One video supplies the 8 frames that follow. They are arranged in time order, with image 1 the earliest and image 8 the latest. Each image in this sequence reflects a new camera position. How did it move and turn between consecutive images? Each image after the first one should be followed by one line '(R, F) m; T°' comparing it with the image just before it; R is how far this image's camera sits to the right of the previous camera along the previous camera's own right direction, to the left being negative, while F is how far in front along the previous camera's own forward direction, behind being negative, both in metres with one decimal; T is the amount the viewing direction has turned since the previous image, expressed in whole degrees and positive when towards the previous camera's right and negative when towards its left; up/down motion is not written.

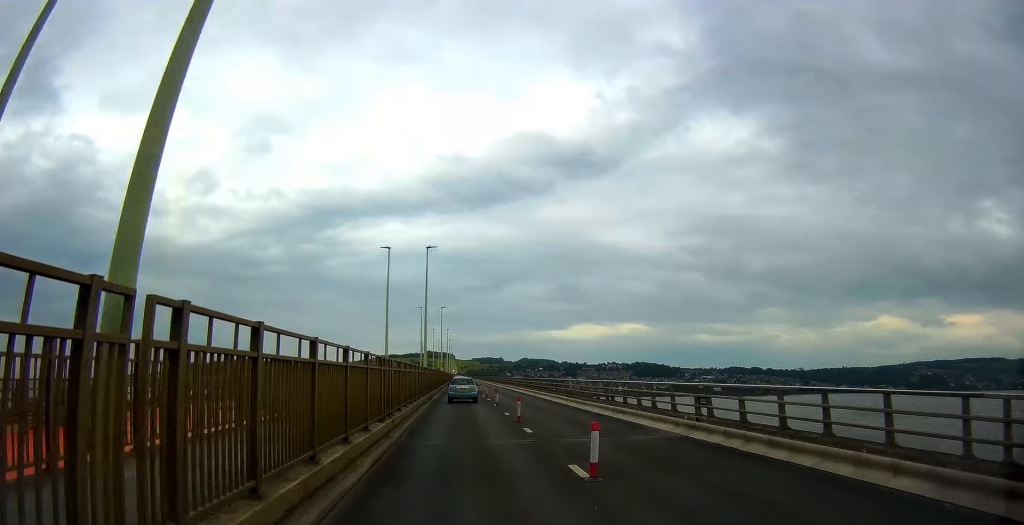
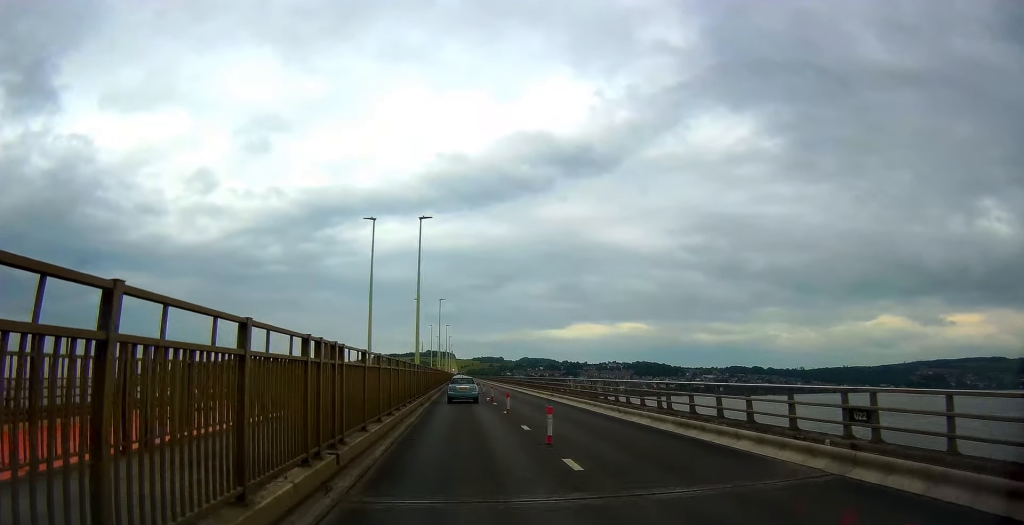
(-0.3, +6.4) m; 0°
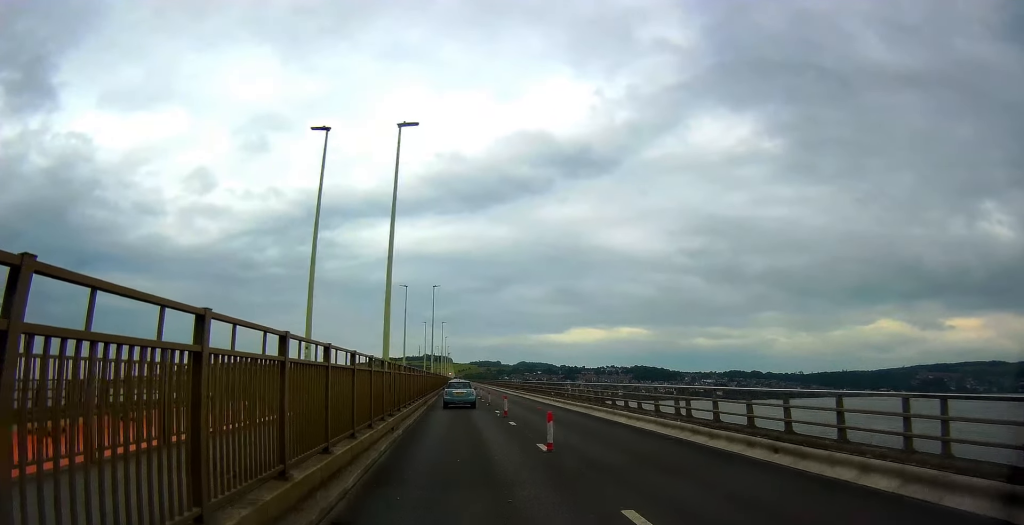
(-0.3, +10.9) m; 0°
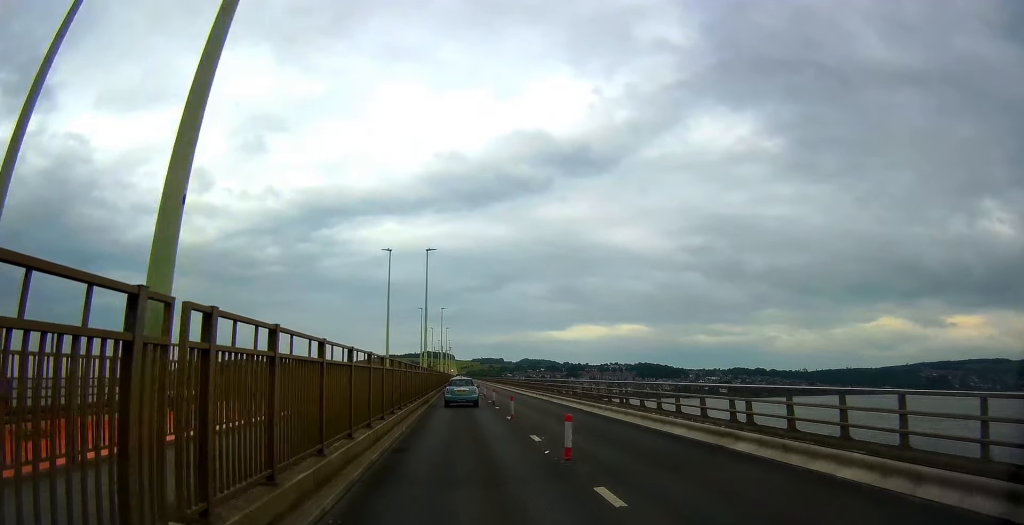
(+0.3, +12.7) m; +1°
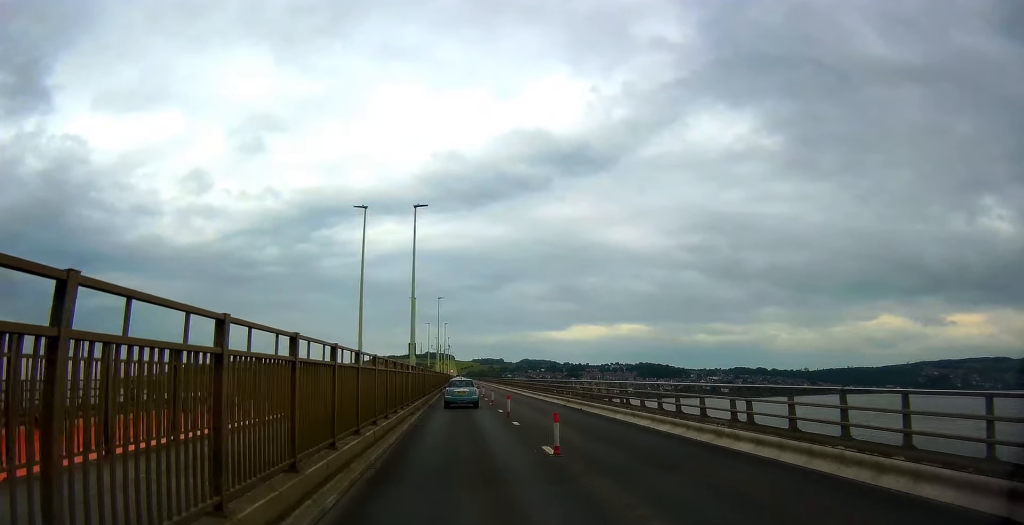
(-0.3, +9.6) m; +1°
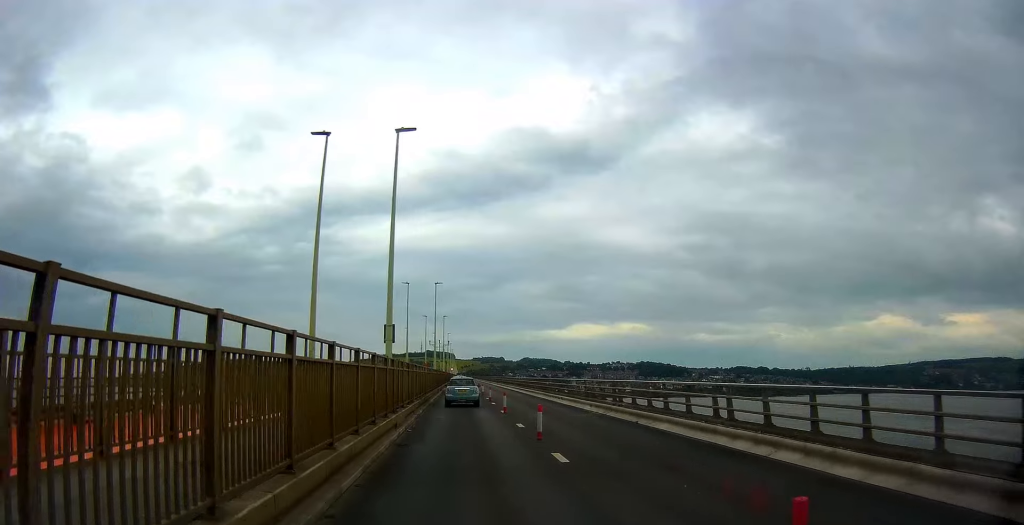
(+0.4, +8.2) m; -1°
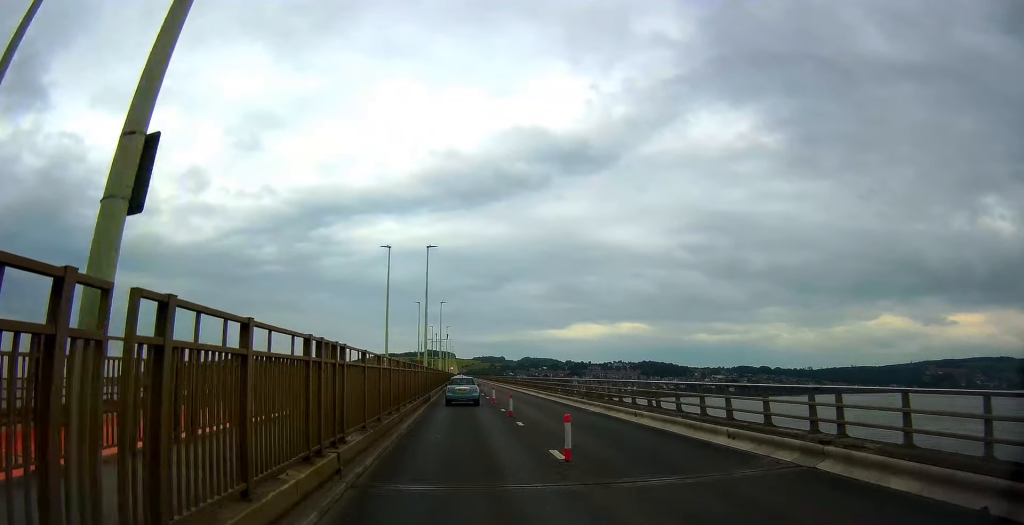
(-0.7, +13.4) m; 0°
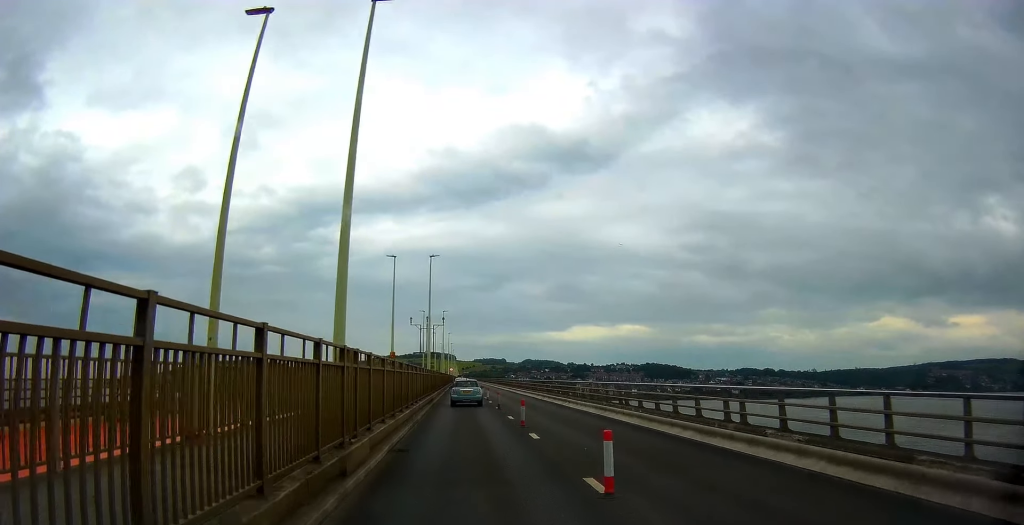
(+0.8, +23.4) m; 0°
